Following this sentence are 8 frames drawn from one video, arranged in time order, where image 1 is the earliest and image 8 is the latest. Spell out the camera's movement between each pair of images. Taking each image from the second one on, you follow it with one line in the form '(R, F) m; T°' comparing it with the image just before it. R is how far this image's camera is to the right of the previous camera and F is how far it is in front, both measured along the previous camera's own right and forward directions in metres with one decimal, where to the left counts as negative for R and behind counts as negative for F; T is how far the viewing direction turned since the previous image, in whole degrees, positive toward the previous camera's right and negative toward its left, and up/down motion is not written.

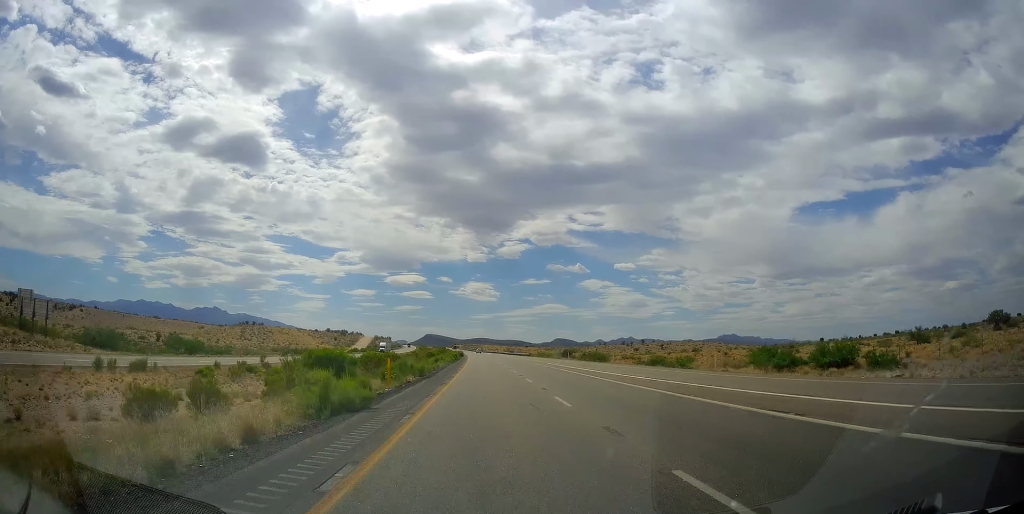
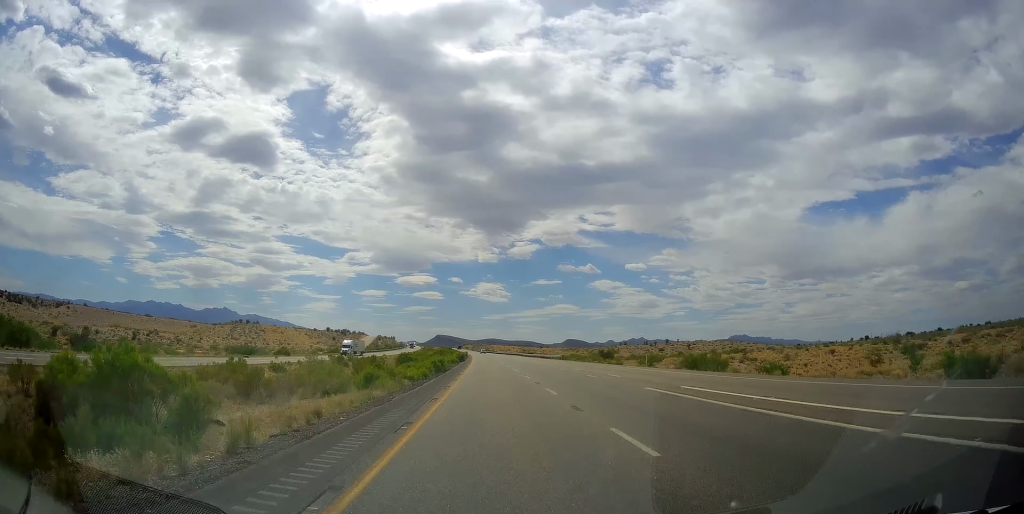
(-0.5, +43.9) m; -1°
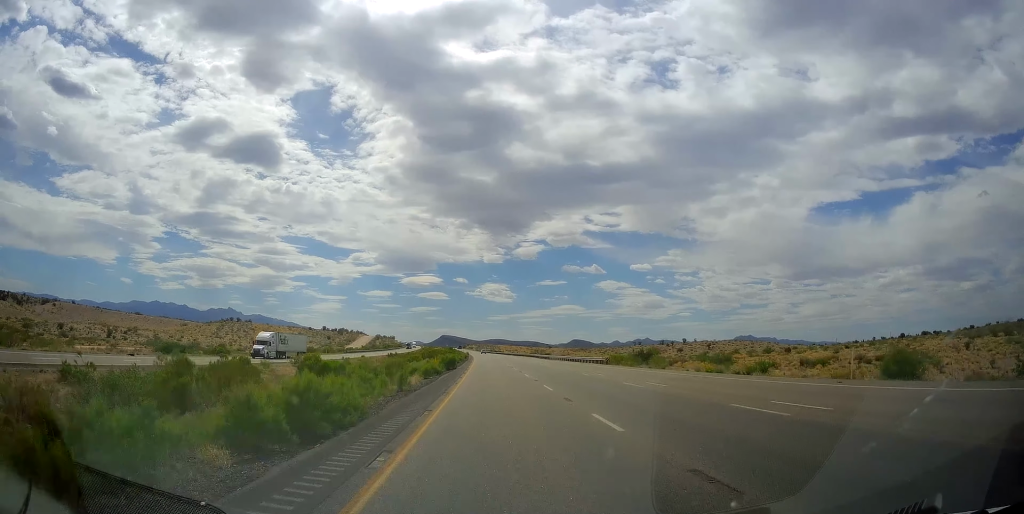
(-0.1, +33.6) m; 0°
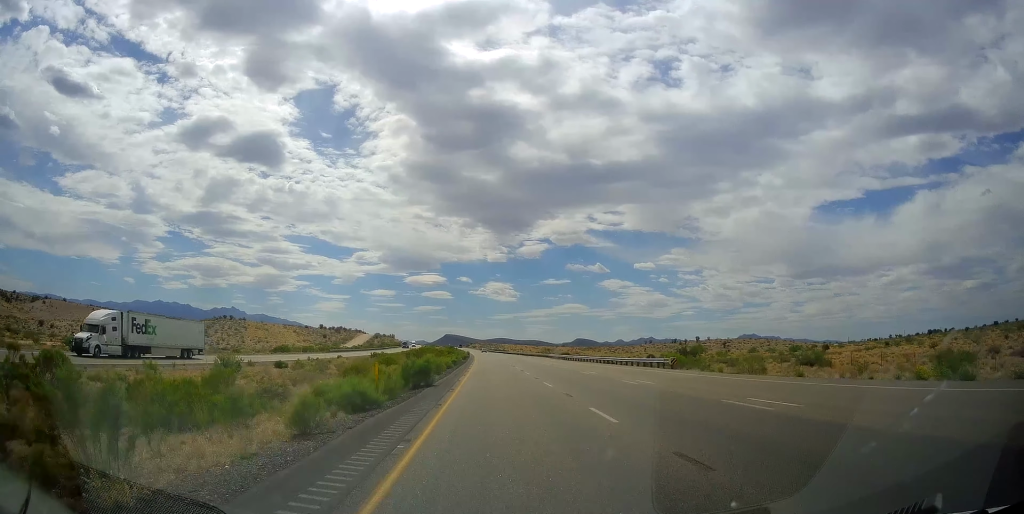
(+0.1, +23.2) m; -1°
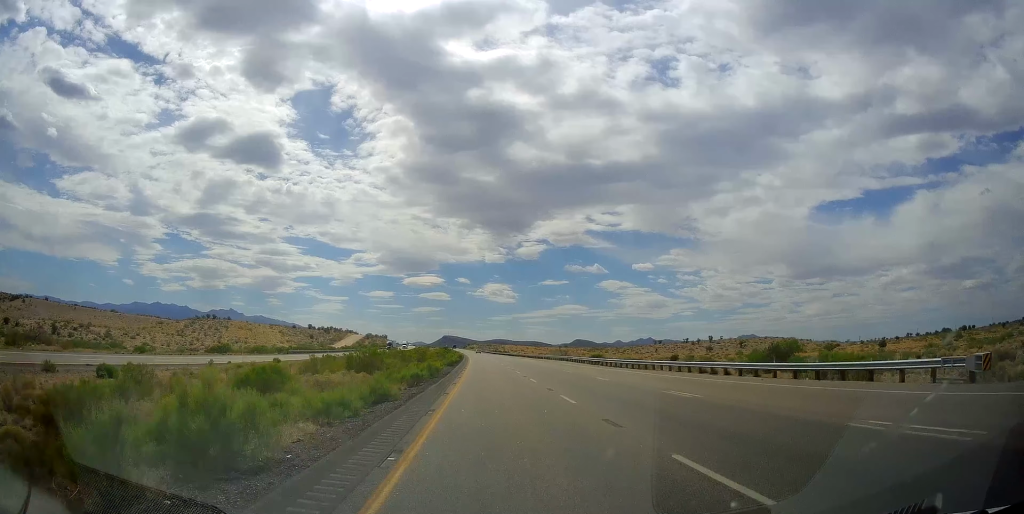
(-0.2, +31.4) m; -1°
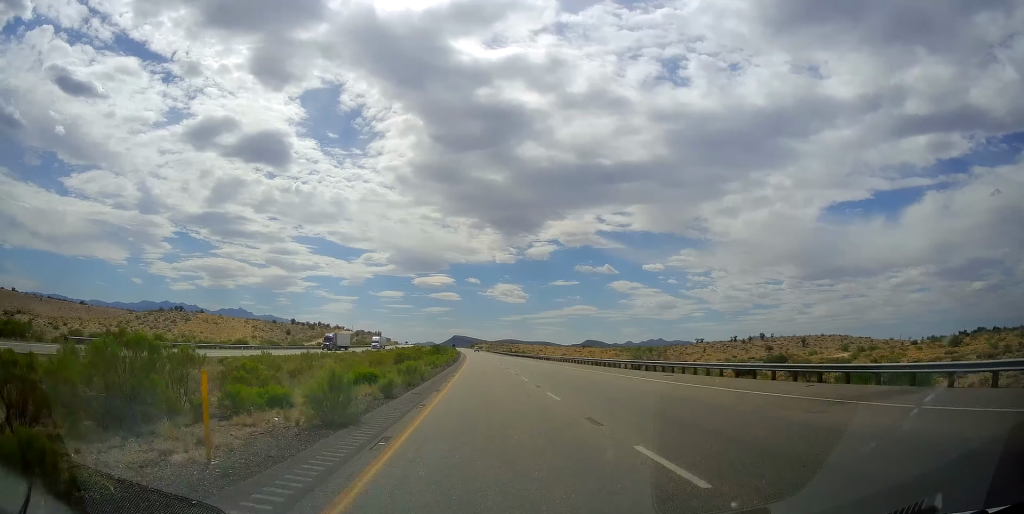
(-0.9, +72.4) m; -1°
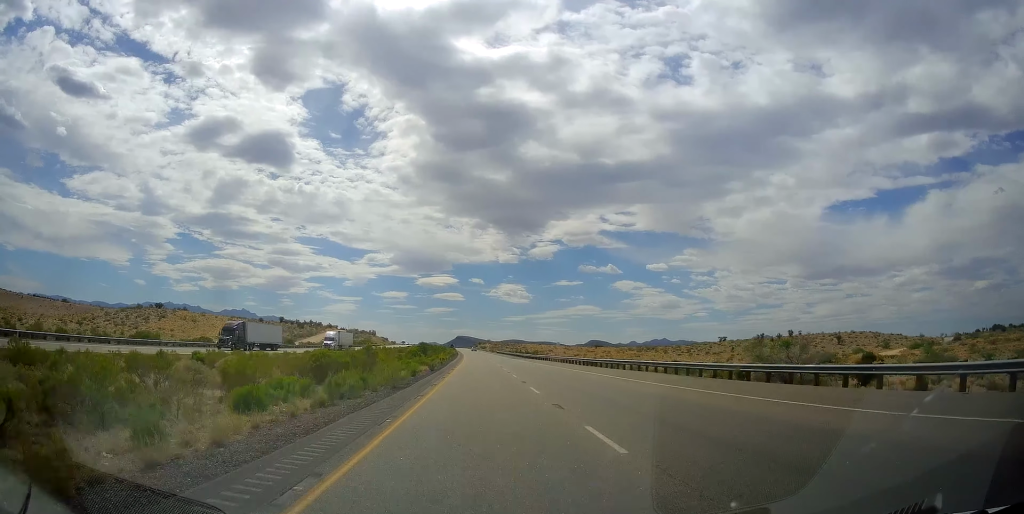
(0.0, +33.9) m; 0°
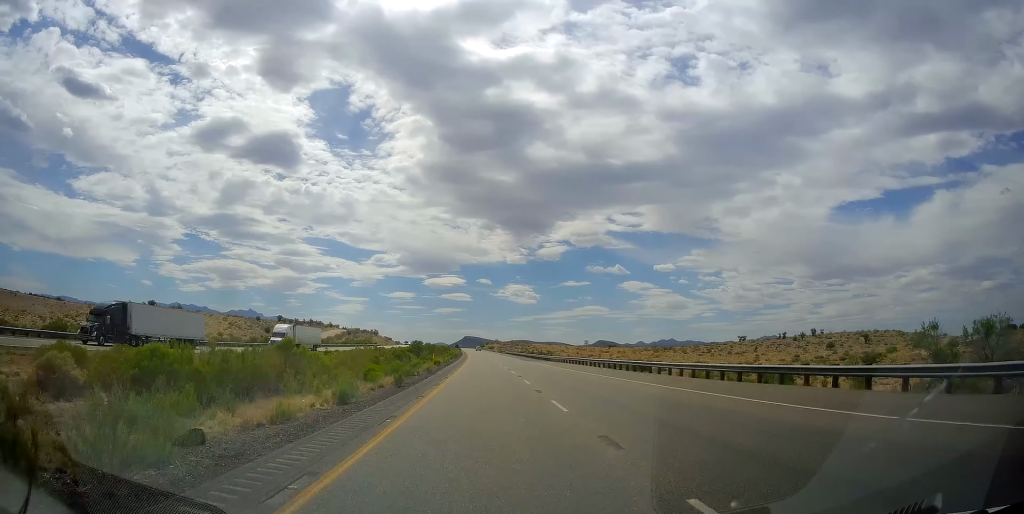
(-0.1, +18.7) m; 0°
